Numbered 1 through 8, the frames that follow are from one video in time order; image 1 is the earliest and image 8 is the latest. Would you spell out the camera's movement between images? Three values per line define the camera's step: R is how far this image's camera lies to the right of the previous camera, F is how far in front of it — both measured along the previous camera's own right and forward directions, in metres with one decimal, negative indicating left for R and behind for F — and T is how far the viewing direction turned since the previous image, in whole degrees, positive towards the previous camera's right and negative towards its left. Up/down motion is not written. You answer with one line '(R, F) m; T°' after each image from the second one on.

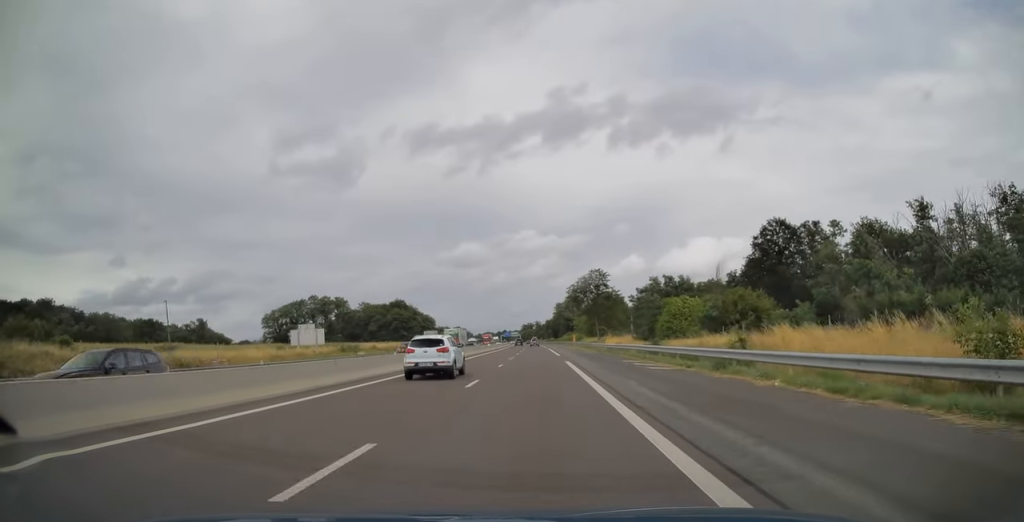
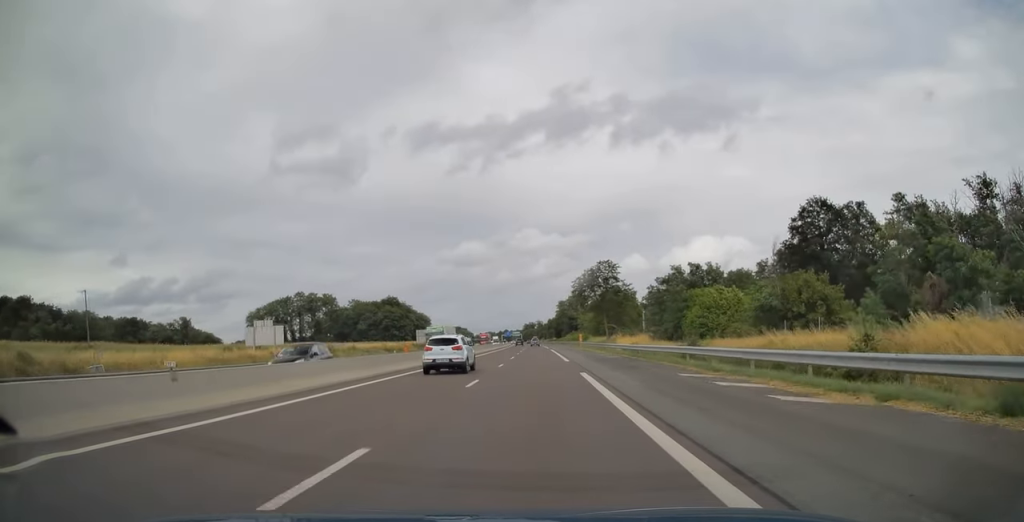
(0.0, +13.4) m; 0°
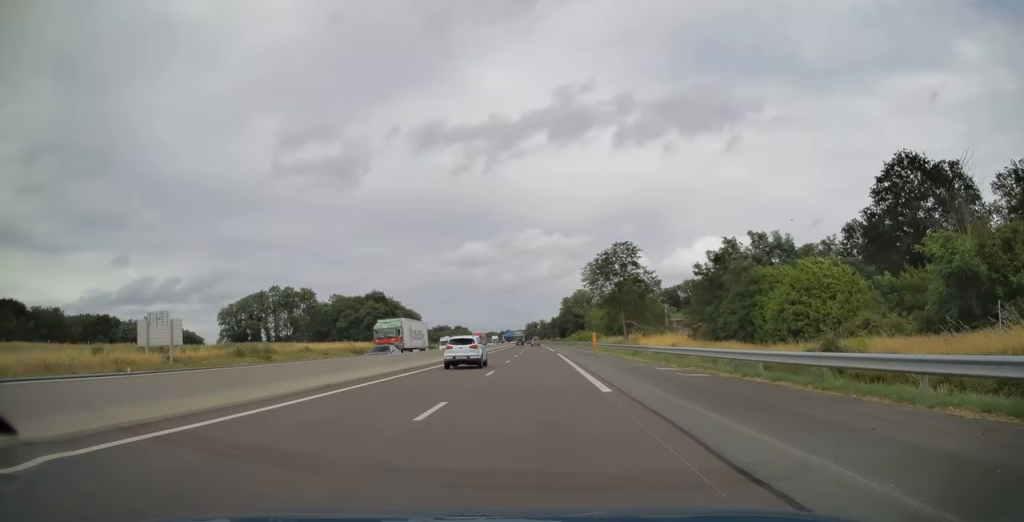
(0.0, +20.4) m; 0°
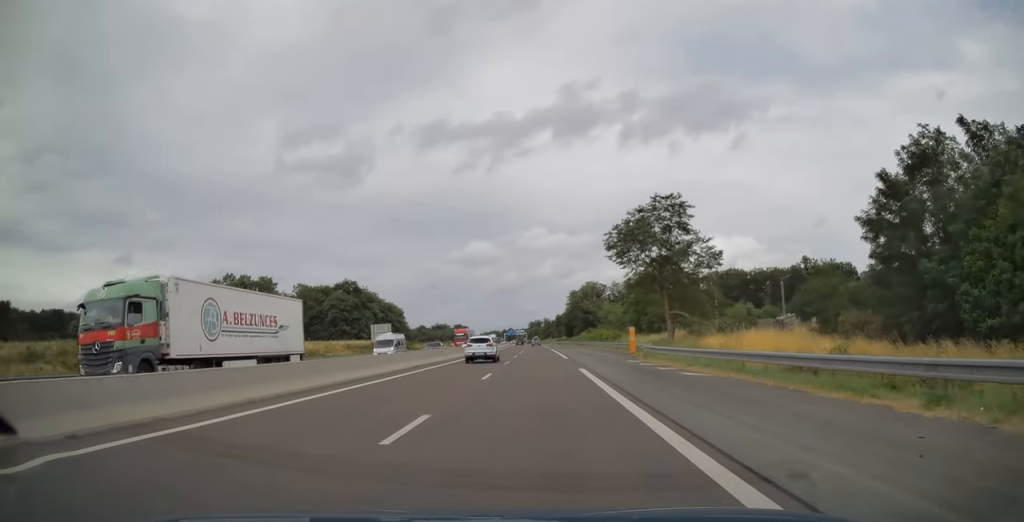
(-0.3, +29.0) m; 0°
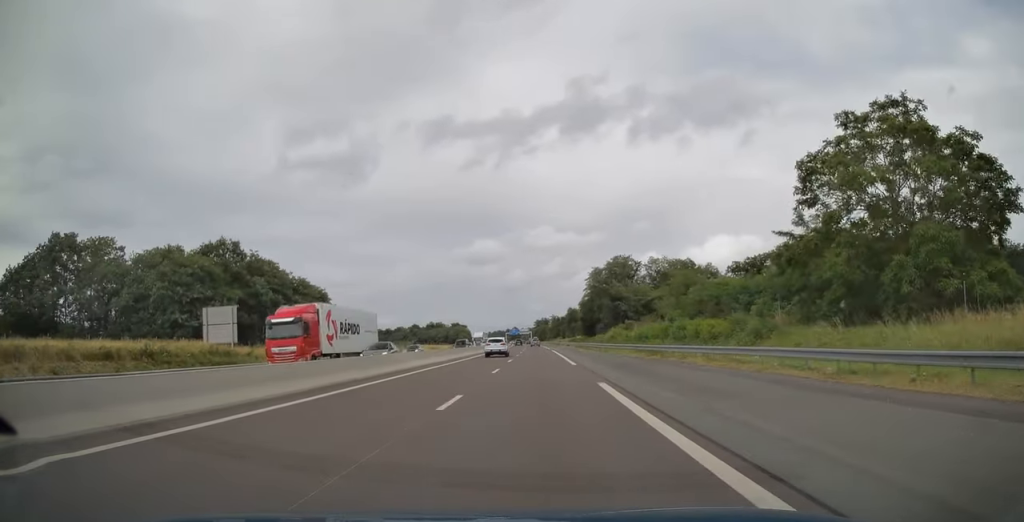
(-0.1, +62.2) m; -1°
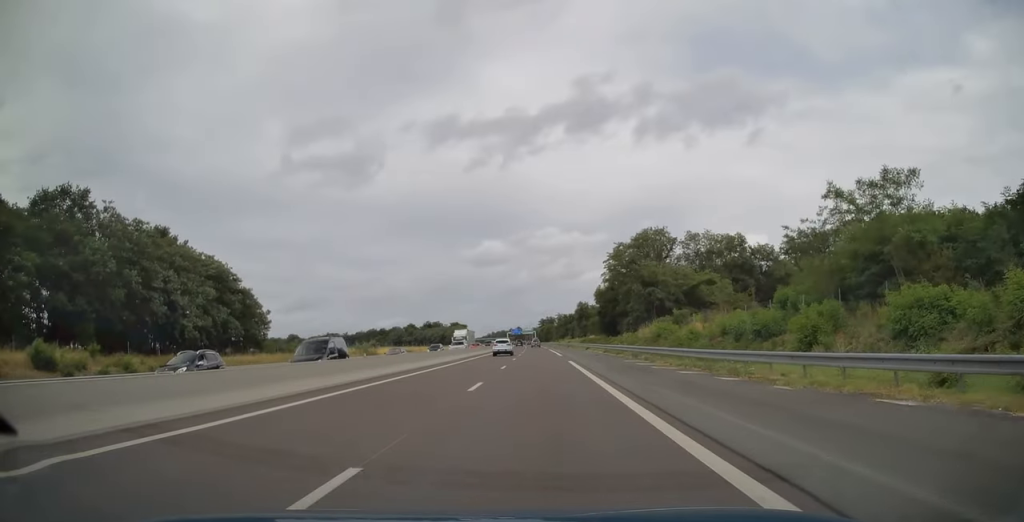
(-0.1, +34.9) m; 0°
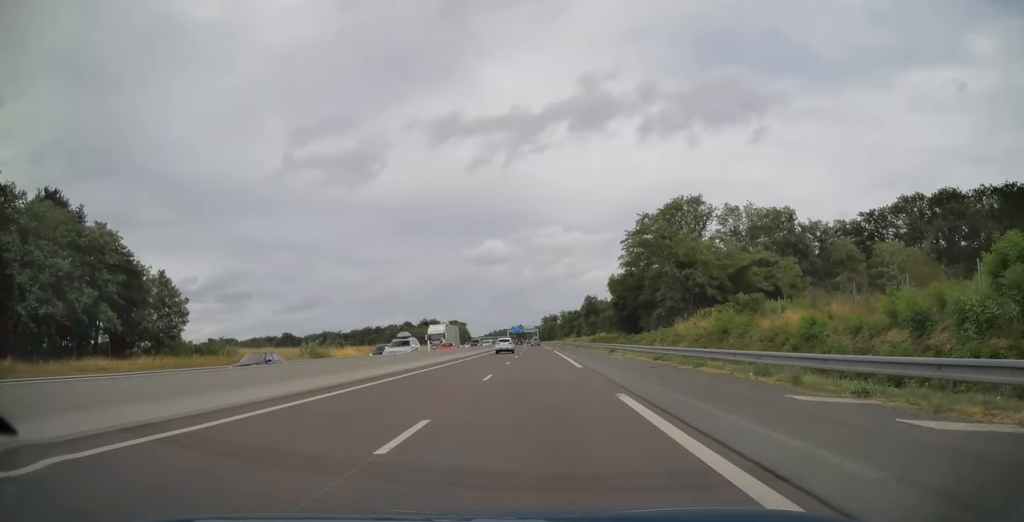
(0.0, +22.5) m; 0°
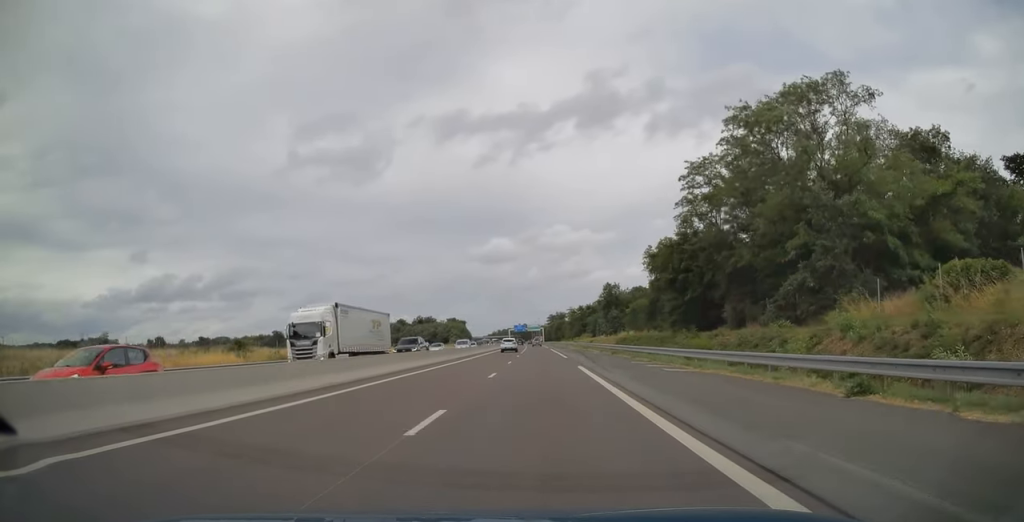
(0.0, +38.1) m; -1°
